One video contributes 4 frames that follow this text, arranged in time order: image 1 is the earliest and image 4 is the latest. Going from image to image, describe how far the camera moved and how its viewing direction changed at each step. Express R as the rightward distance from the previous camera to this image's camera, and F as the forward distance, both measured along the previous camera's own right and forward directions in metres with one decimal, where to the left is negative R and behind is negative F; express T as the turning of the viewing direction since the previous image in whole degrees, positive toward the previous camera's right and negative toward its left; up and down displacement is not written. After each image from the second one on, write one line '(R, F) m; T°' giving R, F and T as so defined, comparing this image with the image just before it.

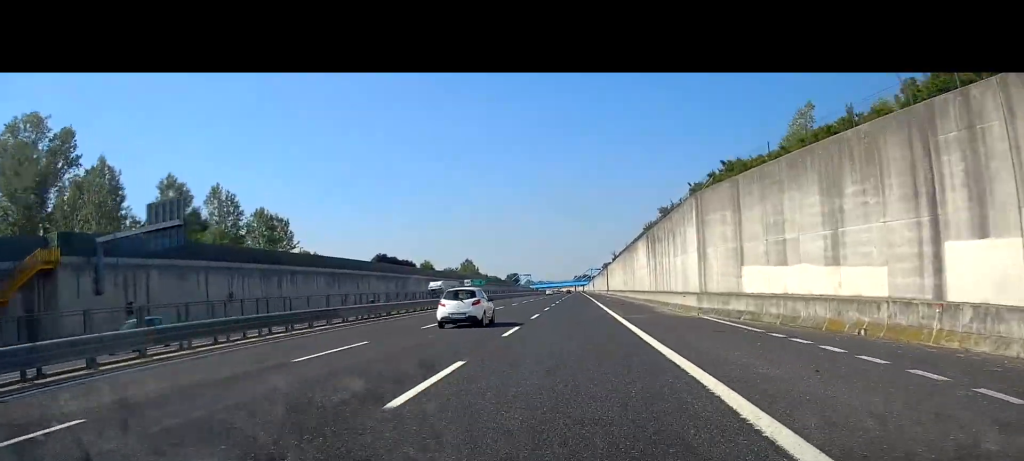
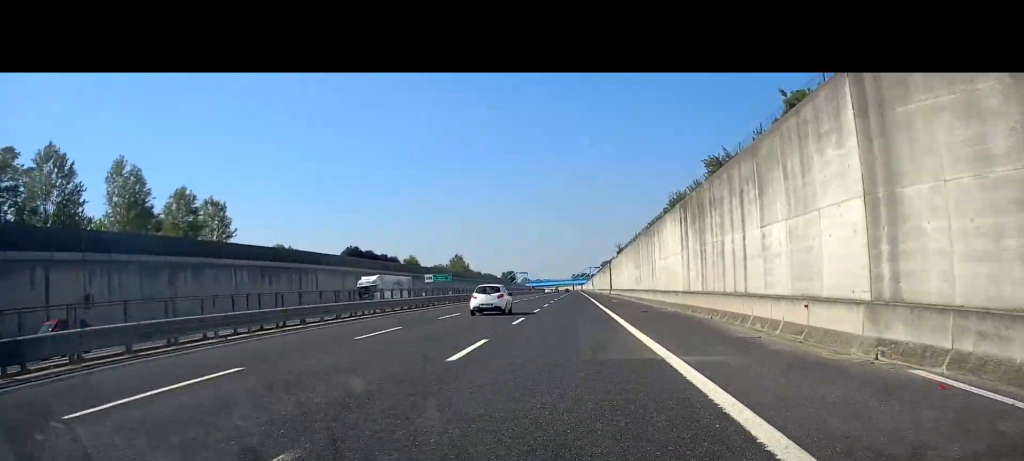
(-0.3, +18.3) m; 0°
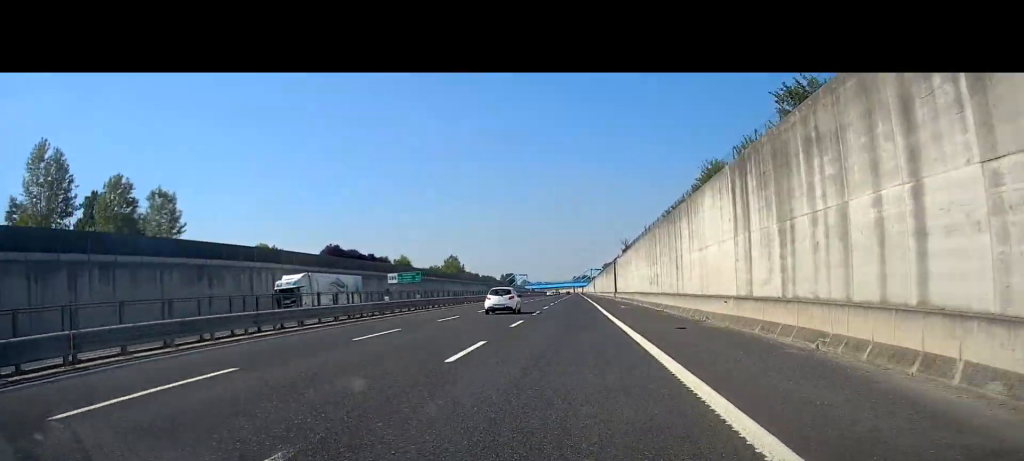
(-0.1, +11.4) m; 0°
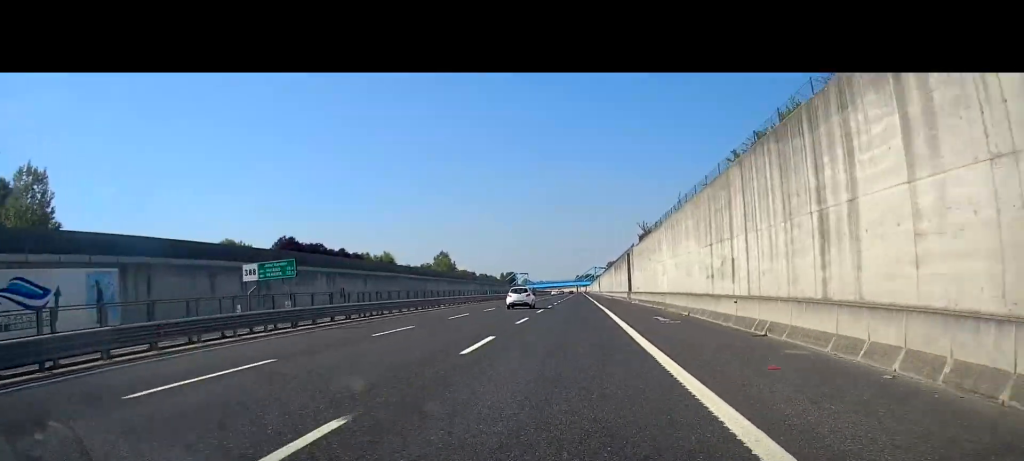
(+0.3, +21.3) m; +1°
